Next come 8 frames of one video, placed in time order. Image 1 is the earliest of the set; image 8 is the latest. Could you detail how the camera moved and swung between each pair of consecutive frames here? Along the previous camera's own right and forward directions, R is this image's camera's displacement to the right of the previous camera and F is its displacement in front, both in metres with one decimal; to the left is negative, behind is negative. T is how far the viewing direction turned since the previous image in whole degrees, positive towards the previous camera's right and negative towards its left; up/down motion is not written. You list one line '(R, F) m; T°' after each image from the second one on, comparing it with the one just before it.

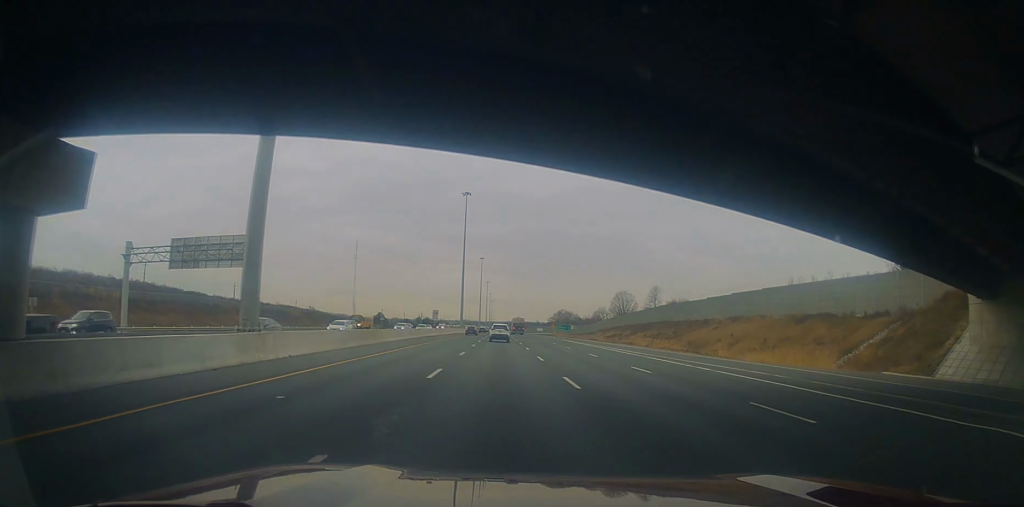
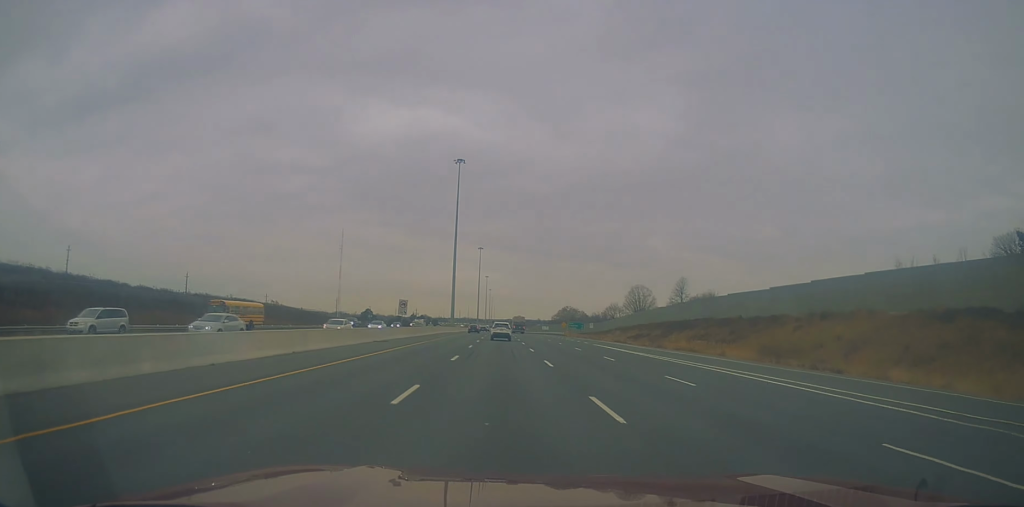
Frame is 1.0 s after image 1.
(+0.2, +29.7) m; +1°
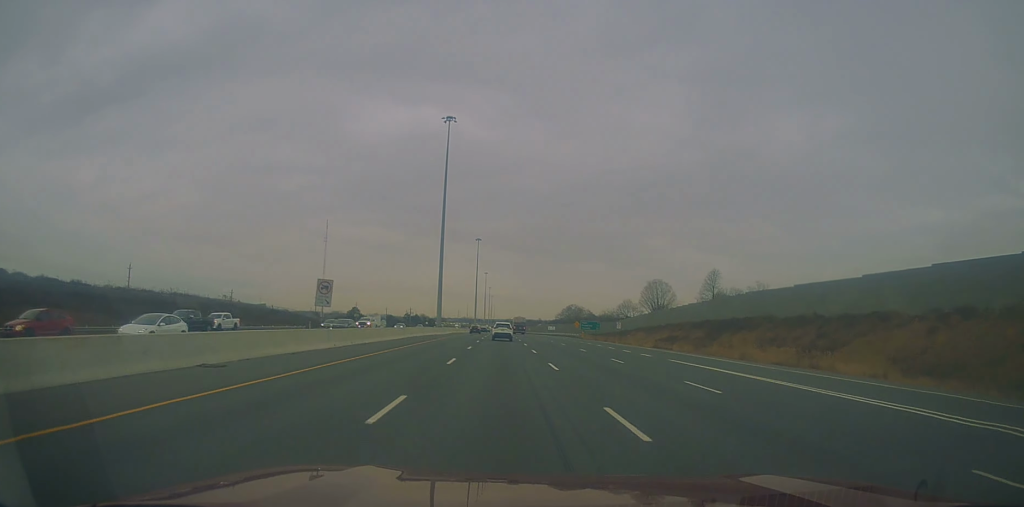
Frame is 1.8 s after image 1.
(+0.3, +26.6) m; 0°
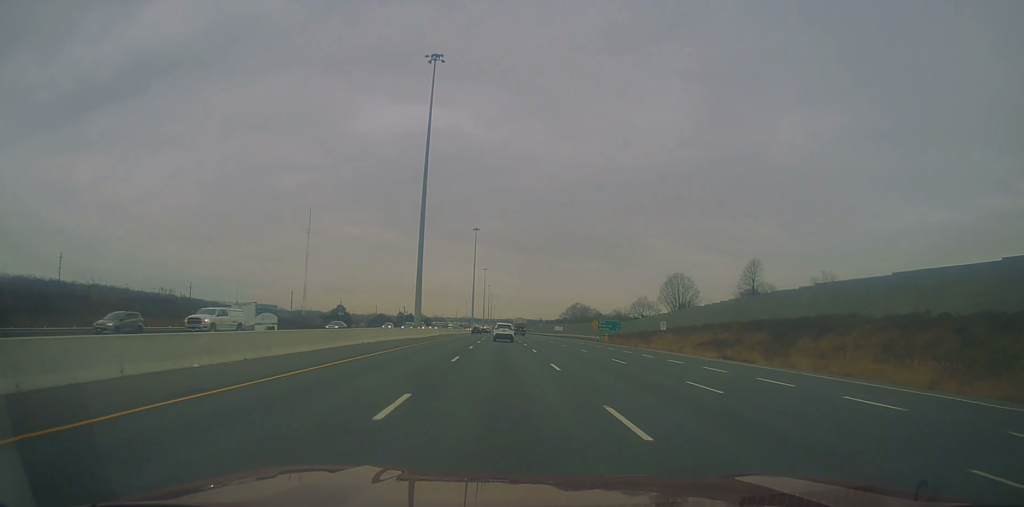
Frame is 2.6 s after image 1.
(-0.7, +24.4) m; 0°
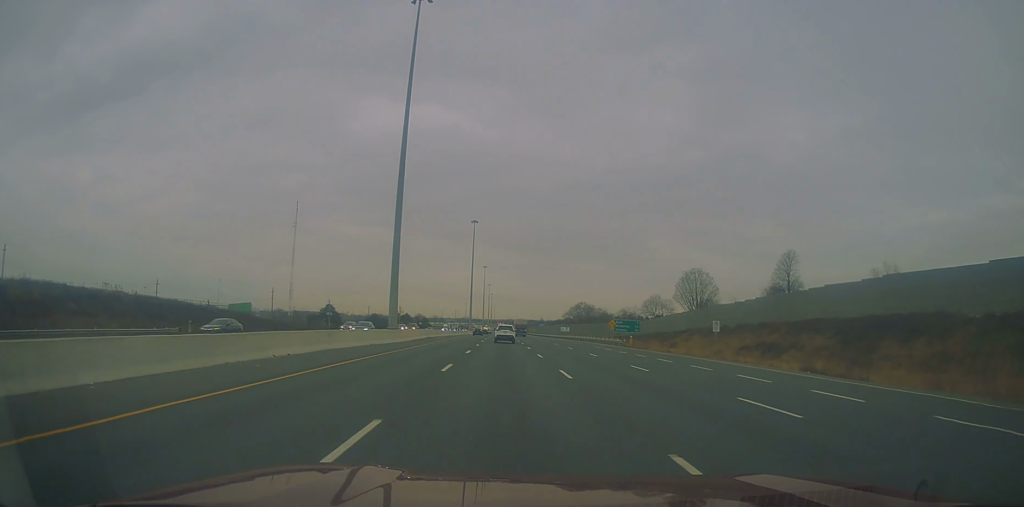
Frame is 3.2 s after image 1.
(+0.5, +16.2) m; +1°
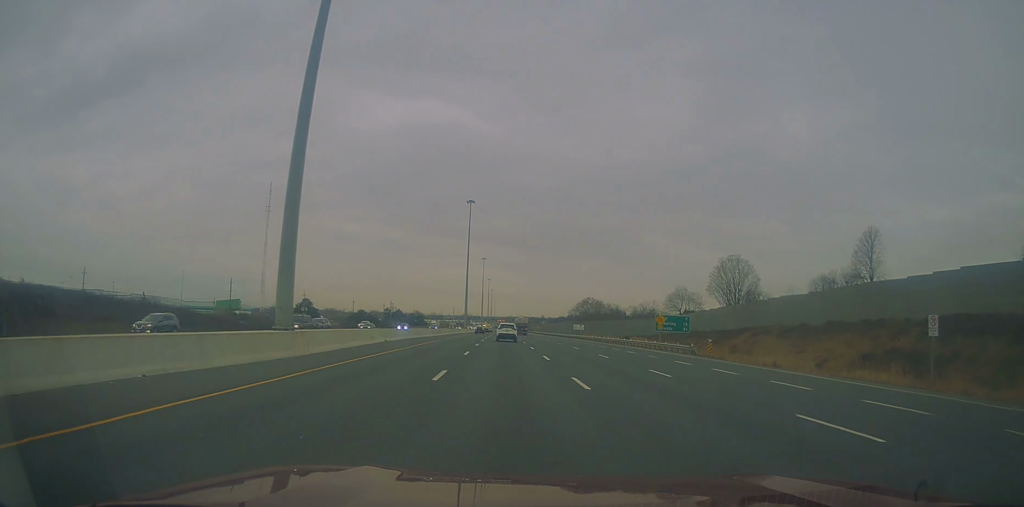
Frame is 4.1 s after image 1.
(+0.1, +27.3) m; 0°
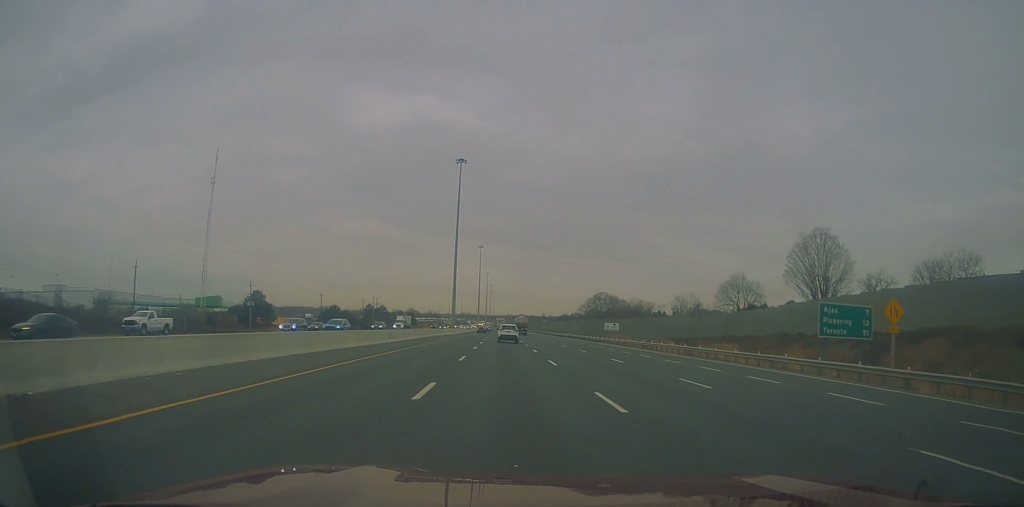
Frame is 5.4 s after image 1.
(-0.4, +40.5) m; -1°
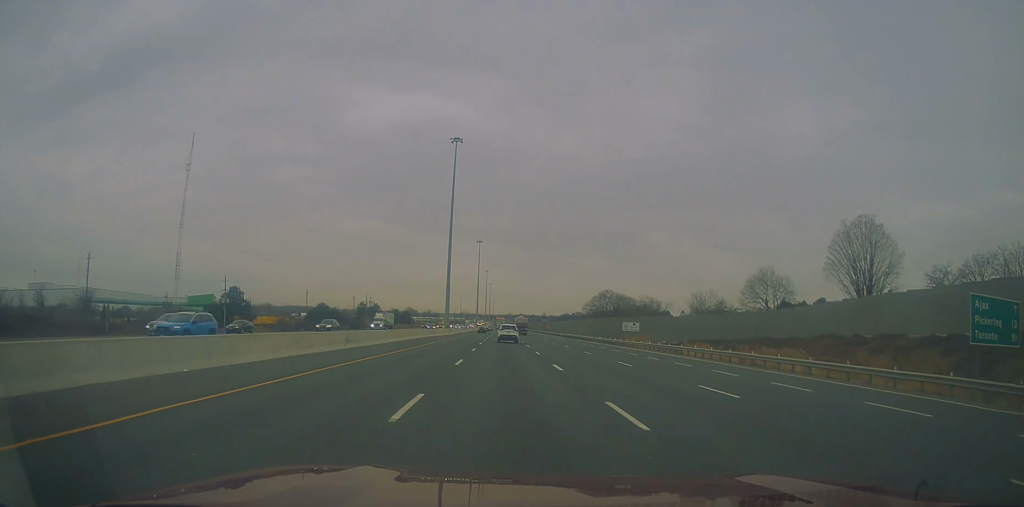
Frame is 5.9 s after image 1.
(-0.1, +14.2) m; 0°
